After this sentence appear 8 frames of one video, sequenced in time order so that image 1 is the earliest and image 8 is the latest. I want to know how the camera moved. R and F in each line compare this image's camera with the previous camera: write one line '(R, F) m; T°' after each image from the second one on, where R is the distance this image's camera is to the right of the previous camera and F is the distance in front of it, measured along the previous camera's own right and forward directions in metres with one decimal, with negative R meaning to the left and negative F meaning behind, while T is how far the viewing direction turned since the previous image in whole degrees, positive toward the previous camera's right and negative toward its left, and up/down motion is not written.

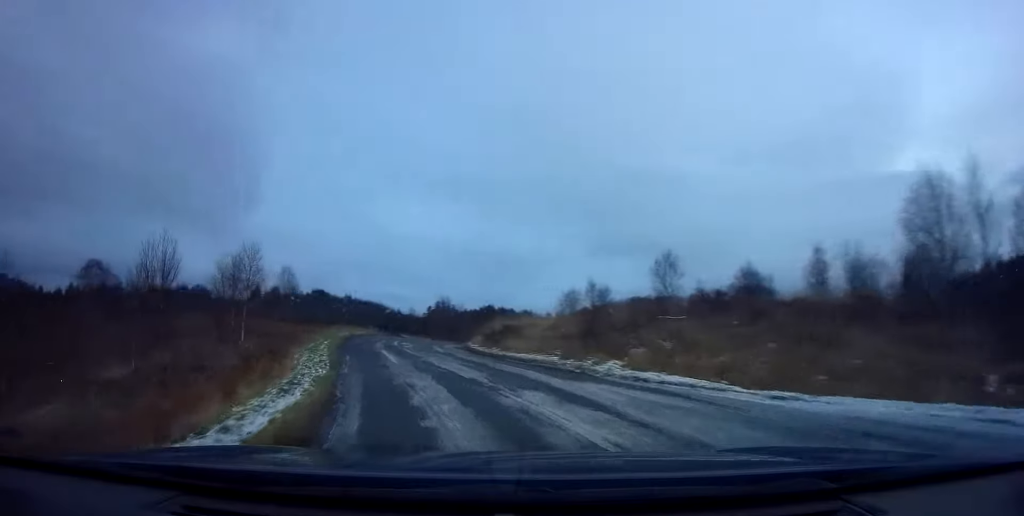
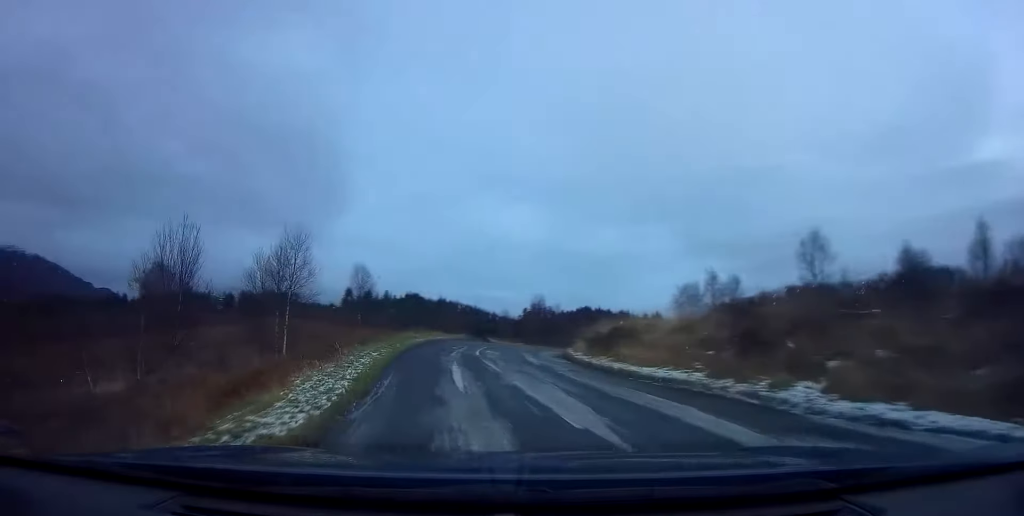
(-0.2, +5.7) m; -8°
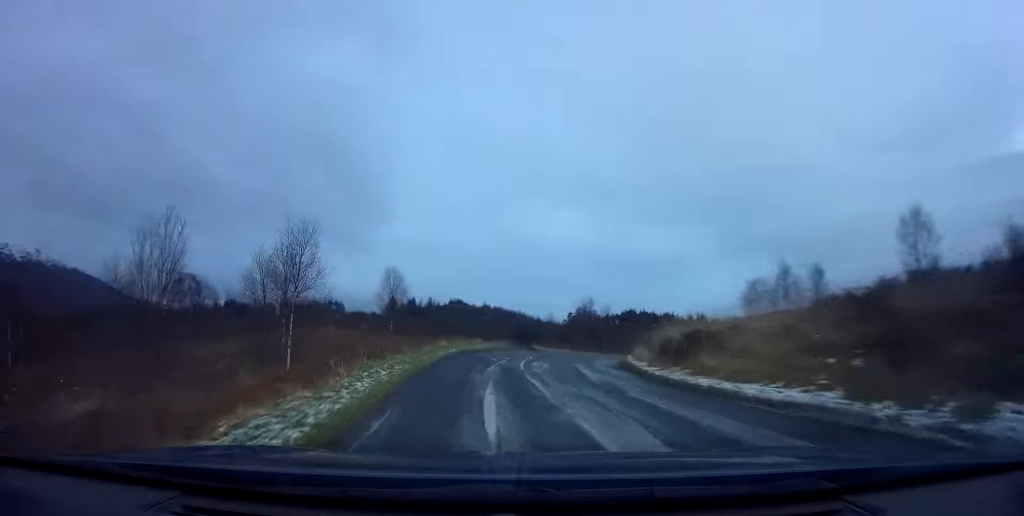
(-0.4, +3.8) m; -5°
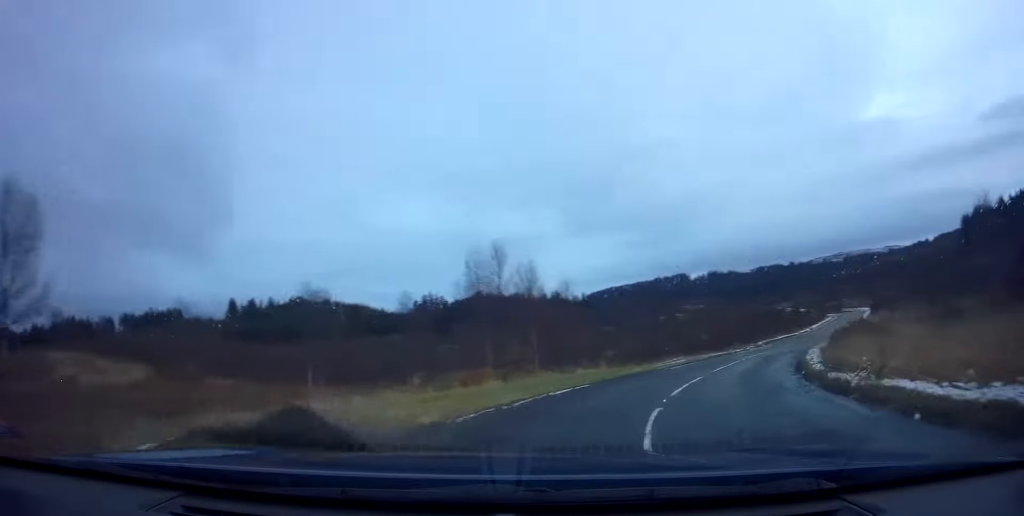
(-0.2, +27.5) m; +14°
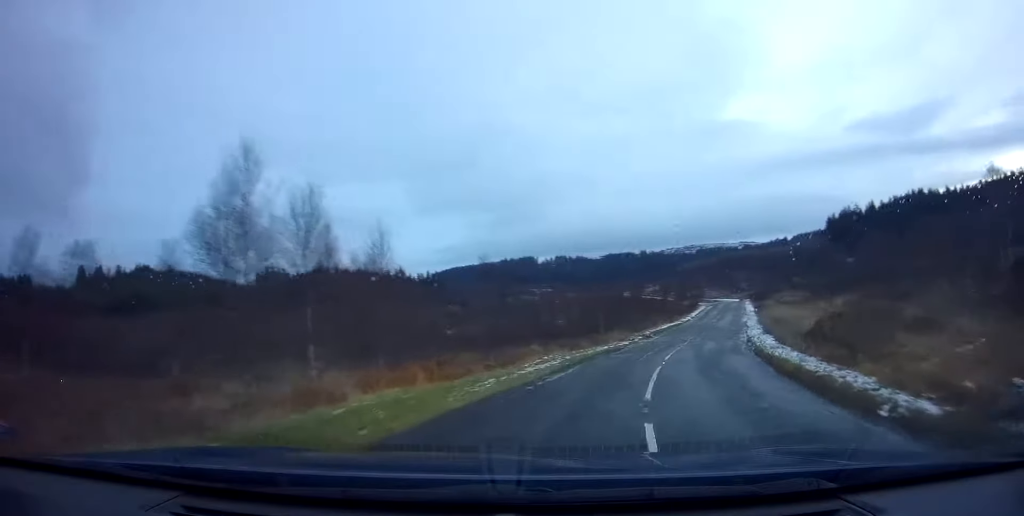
(+1.2, +9.9) m; +16°
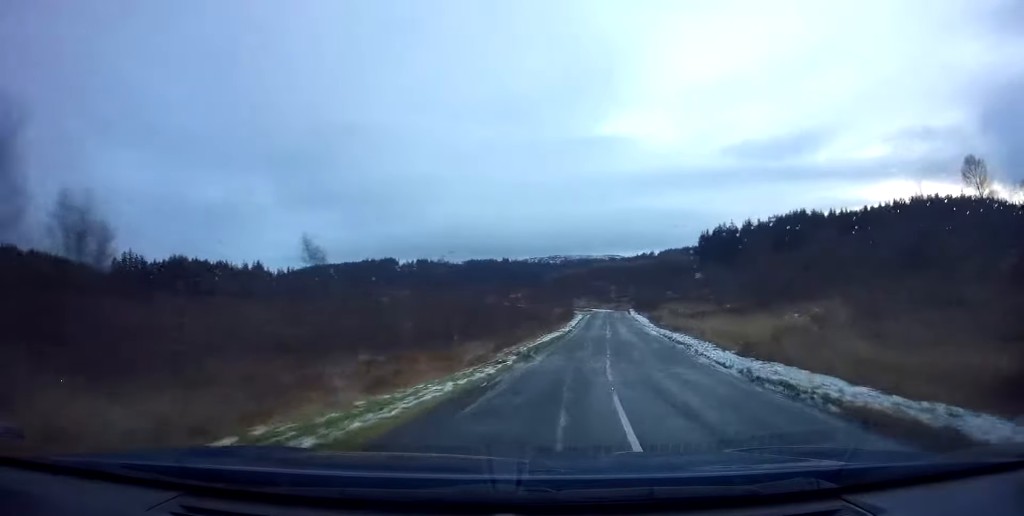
(+1.8, +11.3) m; +15°
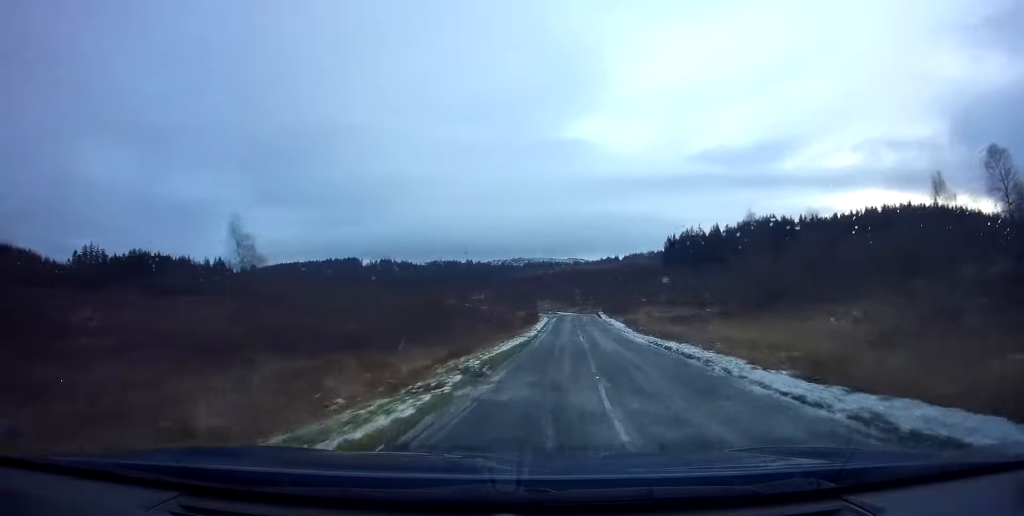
(+0.3, +5.5) m; +4°
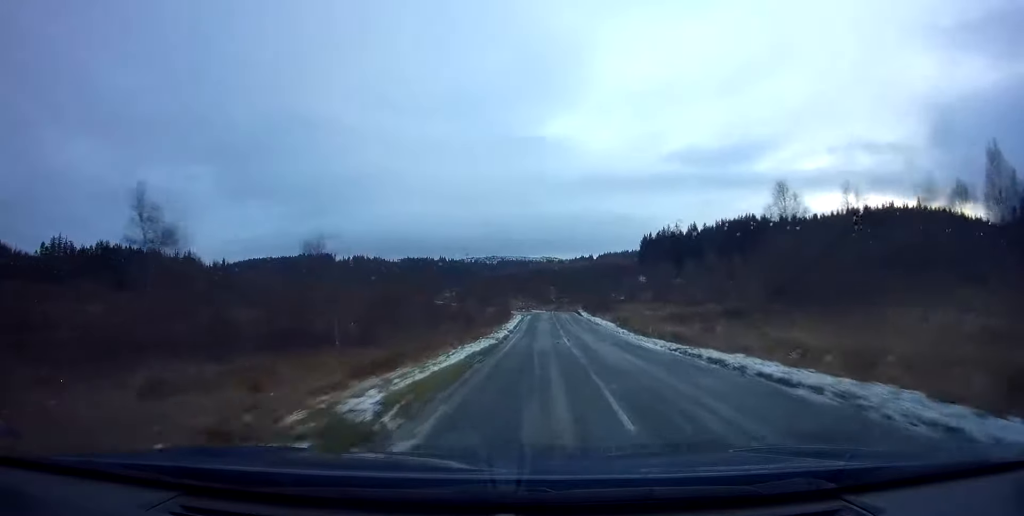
(+0.2, +7.2) m; +3°
